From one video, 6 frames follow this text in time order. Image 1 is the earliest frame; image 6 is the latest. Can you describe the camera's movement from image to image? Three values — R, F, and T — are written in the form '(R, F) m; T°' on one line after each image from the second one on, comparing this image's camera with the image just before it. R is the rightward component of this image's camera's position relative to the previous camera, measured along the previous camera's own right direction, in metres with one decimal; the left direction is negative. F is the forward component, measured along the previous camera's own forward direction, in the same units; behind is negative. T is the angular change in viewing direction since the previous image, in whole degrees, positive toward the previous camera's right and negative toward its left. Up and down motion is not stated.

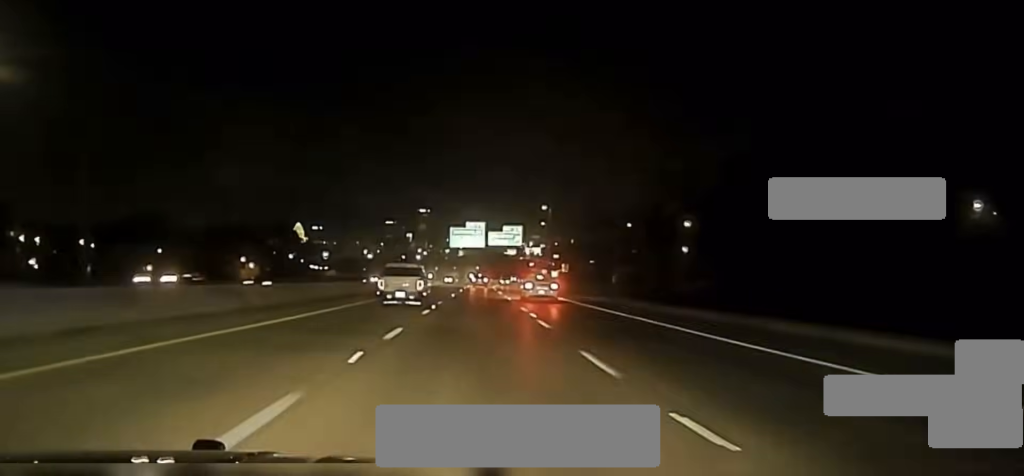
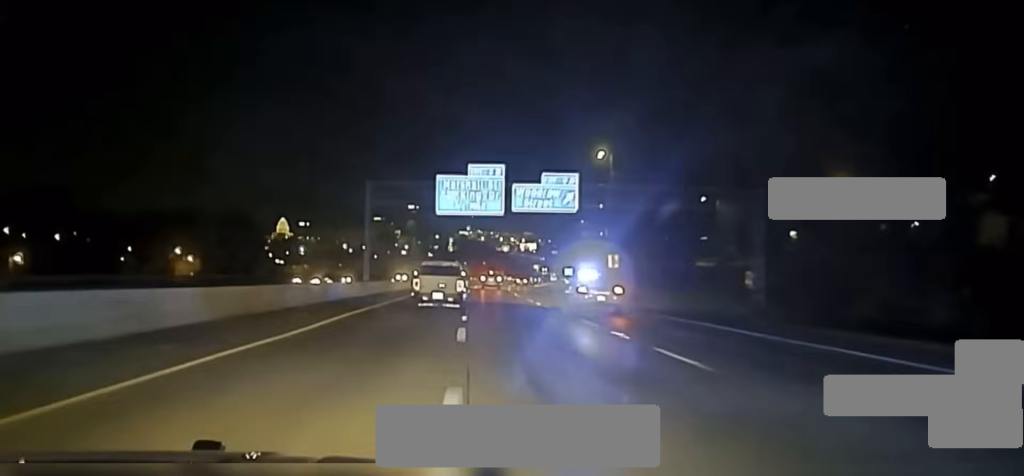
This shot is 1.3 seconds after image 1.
(+0.7, +59.9) m; +1°
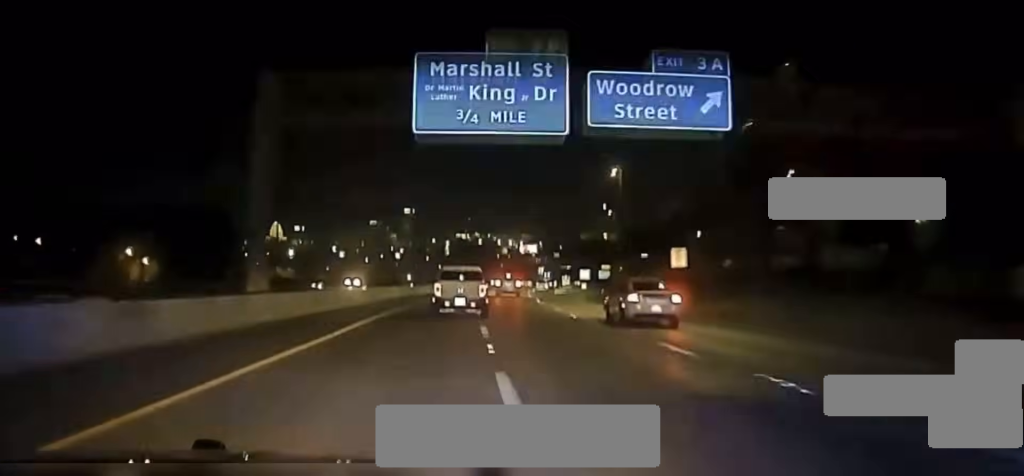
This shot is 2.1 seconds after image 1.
(0.0, +33.4) m; 0°
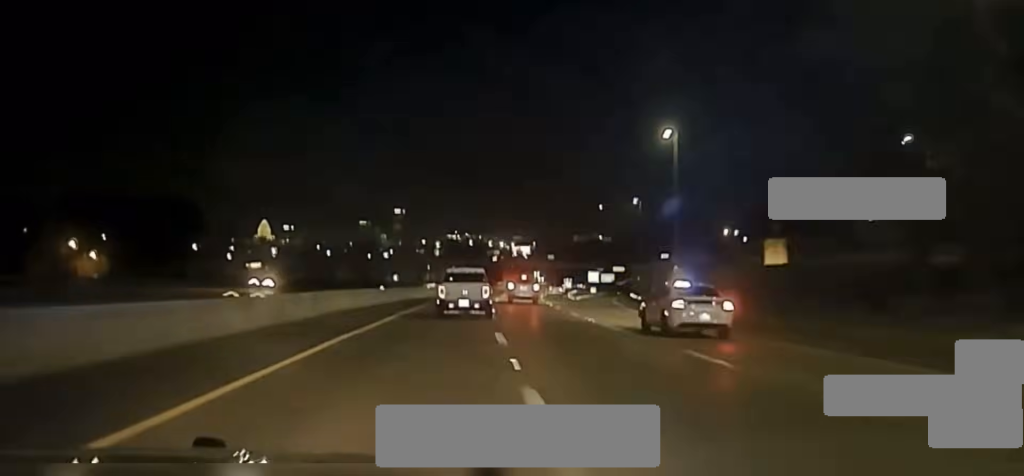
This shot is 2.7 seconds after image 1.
(-0.1, +26.2) m; +1°
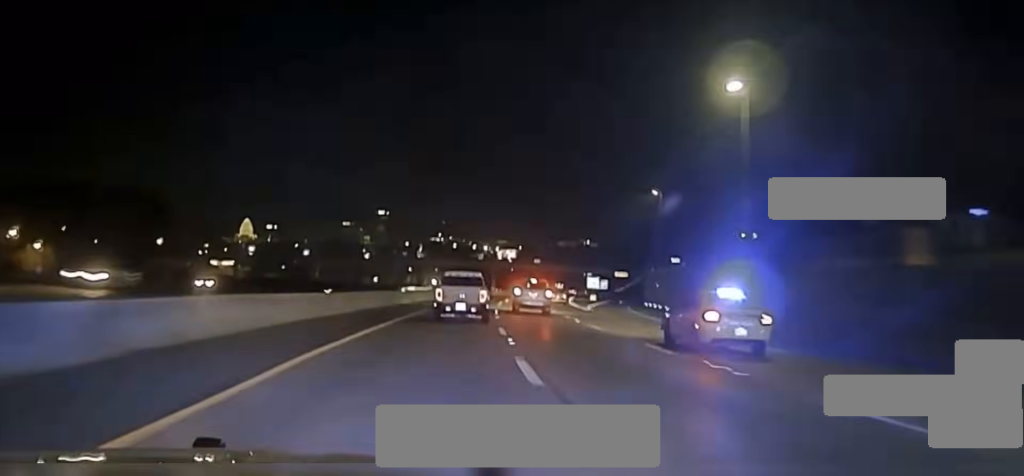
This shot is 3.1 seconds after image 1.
(+0.2, +19.5) m; +1°
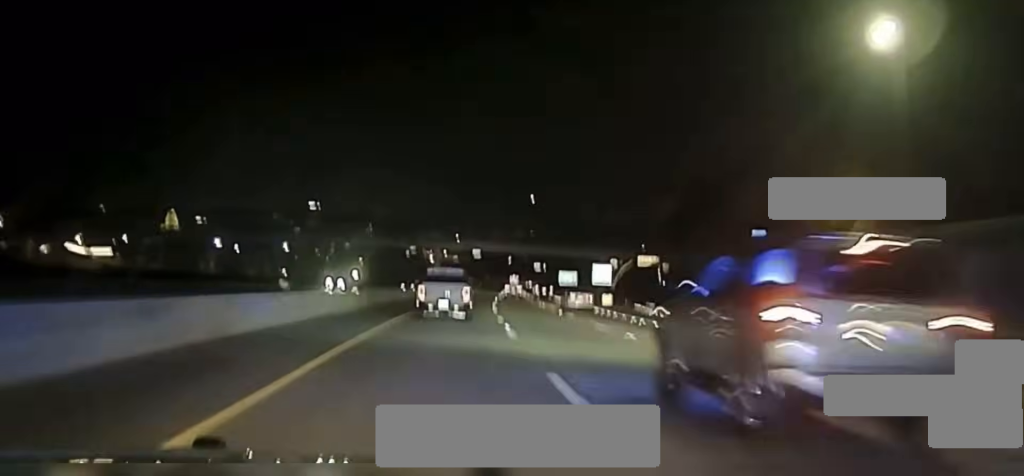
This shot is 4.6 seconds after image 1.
(+3.3, +64.7) m; +4°
